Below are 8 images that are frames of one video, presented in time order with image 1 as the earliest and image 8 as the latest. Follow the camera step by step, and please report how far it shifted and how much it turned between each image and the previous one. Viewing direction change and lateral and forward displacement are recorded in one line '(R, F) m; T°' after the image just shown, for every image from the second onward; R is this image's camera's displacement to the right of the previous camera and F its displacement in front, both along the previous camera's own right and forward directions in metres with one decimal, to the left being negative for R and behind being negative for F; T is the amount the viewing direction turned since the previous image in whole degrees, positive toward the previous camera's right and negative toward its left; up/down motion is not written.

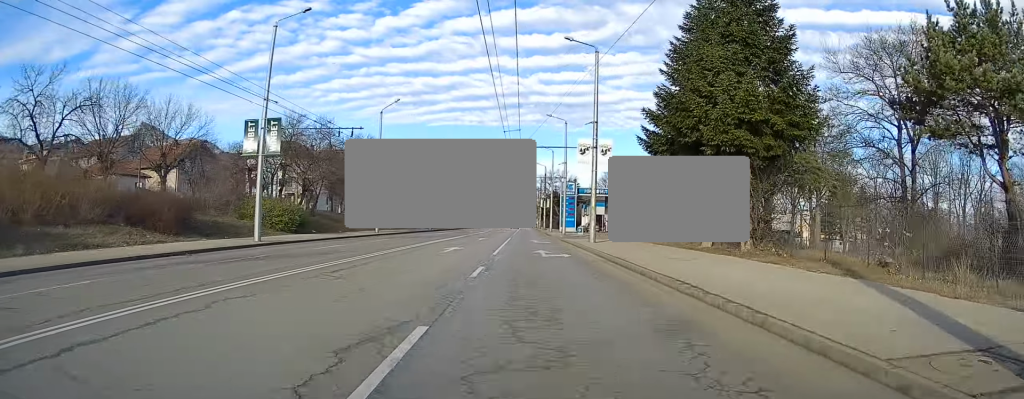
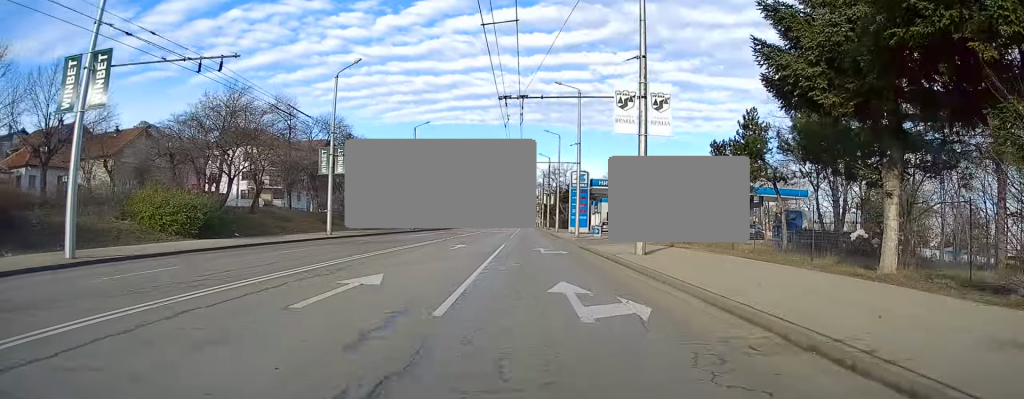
(-0.3, +13.5) m; -1°
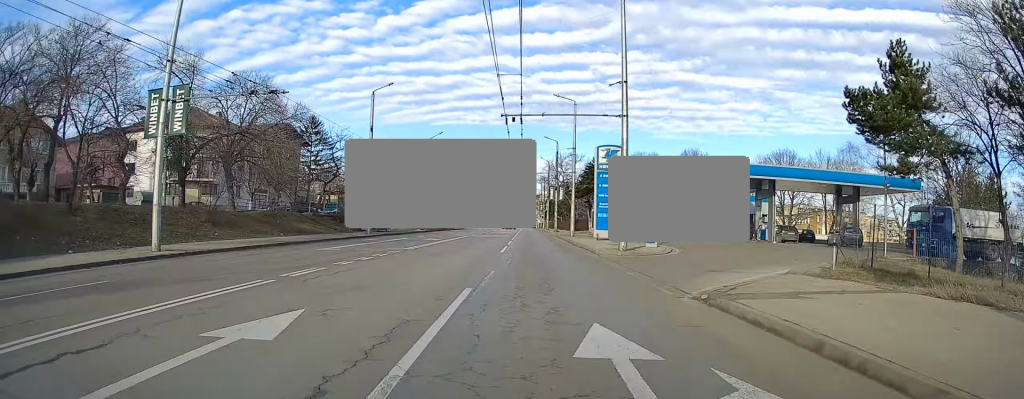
(-0.1, +21.0) m; -1°
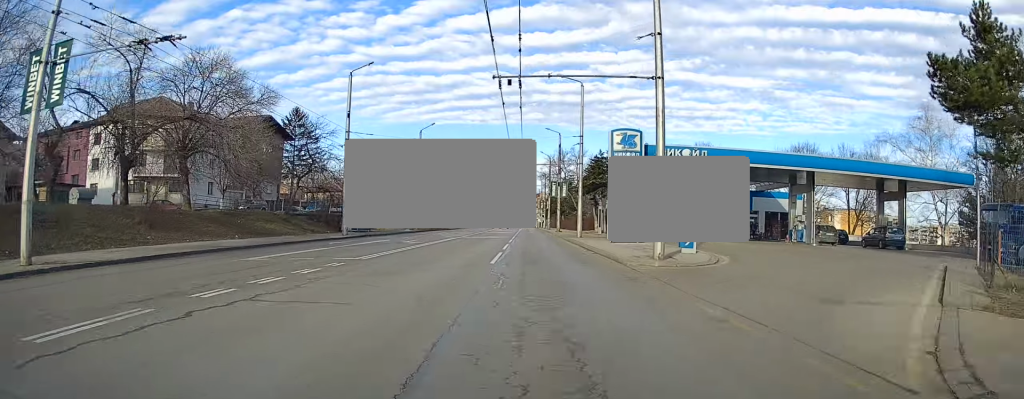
(-0.1, +7.1) m; 0°
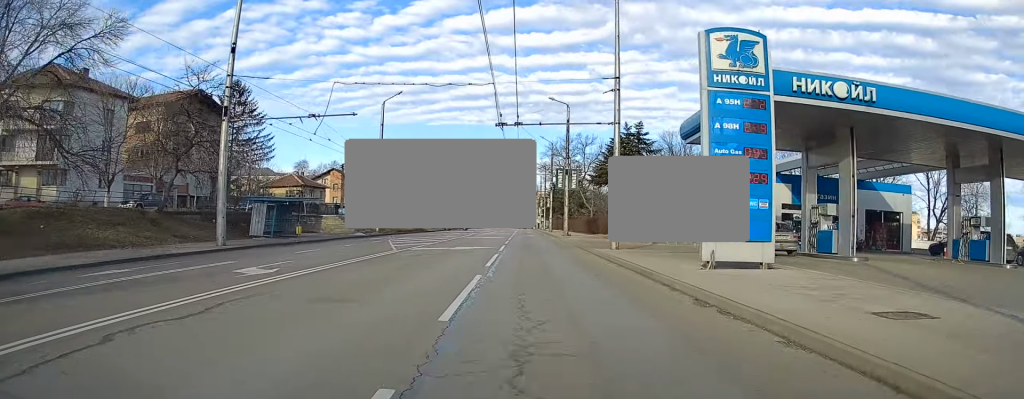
(+0.6, +18.3) m; +1°
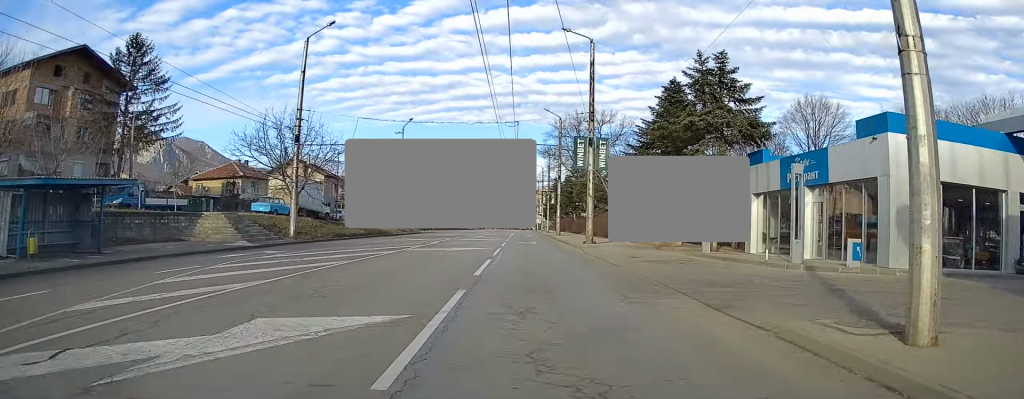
(-0.5, +21.3) m; -1°
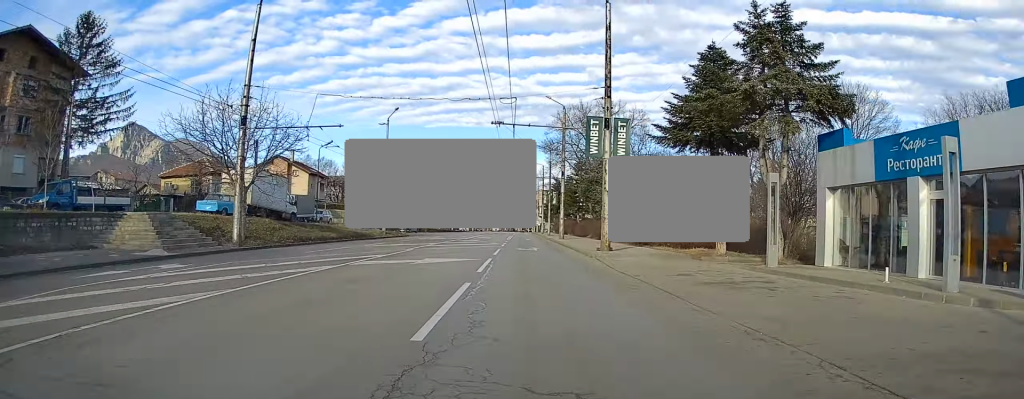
(+0.2, +7.2) m; +1°
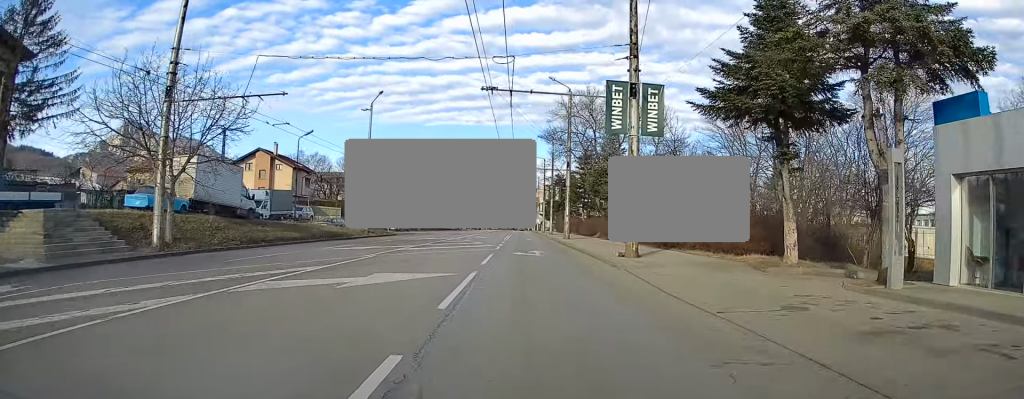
(+0.1, +6.8) m; +1°
